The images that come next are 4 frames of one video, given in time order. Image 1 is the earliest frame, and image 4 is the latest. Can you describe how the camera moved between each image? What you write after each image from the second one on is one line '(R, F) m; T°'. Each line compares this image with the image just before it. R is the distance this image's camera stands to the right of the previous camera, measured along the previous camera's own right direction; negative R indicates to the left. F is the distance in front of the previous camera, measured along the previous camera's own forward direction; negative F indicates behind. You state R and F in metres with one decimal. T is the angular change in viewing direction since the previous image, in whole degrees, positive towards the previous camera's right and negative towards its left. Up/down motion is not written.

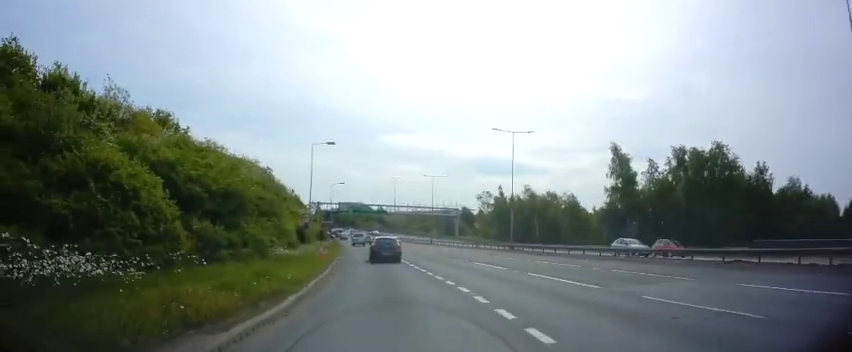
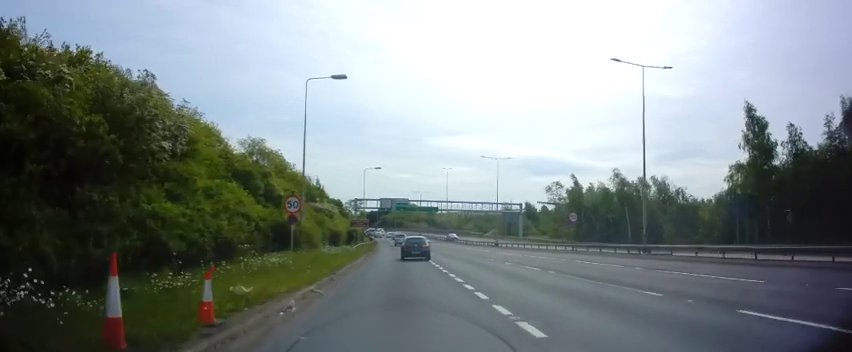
(-1.4, +19.5) m; -9°
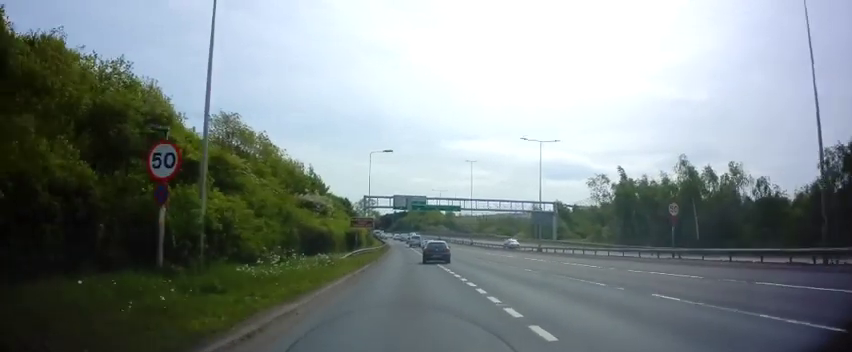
(-0.6, +13.9) m; -1°
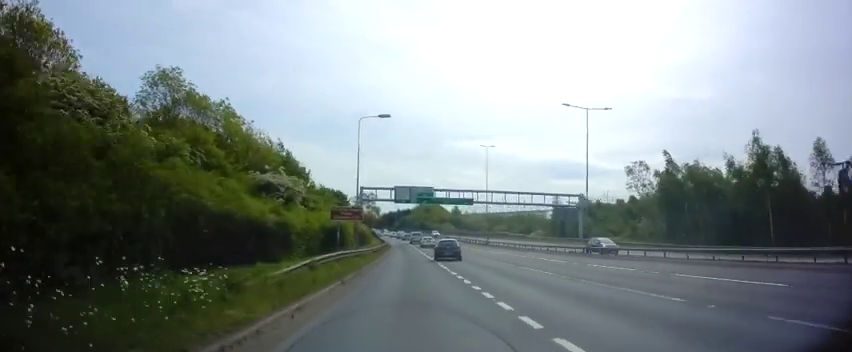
(+0.2, +12.9) m; -1°
